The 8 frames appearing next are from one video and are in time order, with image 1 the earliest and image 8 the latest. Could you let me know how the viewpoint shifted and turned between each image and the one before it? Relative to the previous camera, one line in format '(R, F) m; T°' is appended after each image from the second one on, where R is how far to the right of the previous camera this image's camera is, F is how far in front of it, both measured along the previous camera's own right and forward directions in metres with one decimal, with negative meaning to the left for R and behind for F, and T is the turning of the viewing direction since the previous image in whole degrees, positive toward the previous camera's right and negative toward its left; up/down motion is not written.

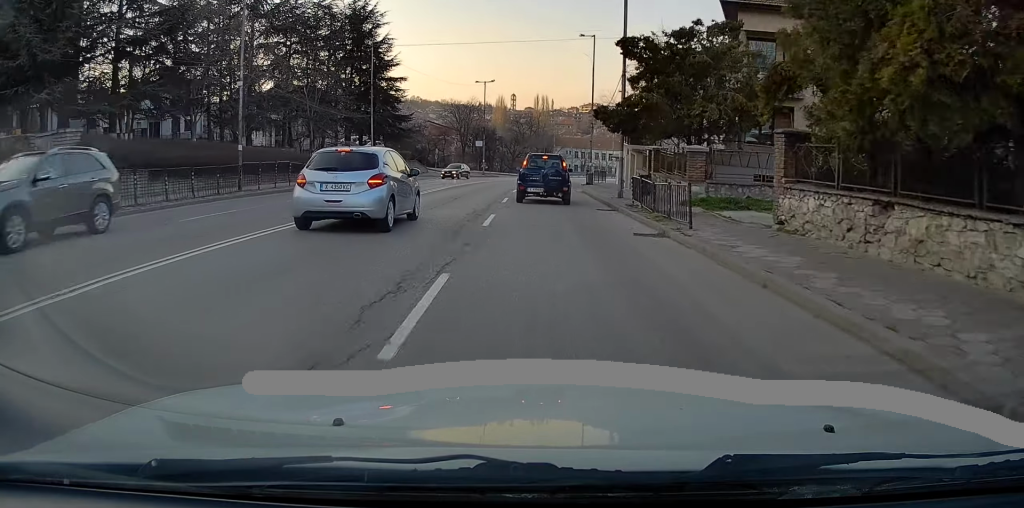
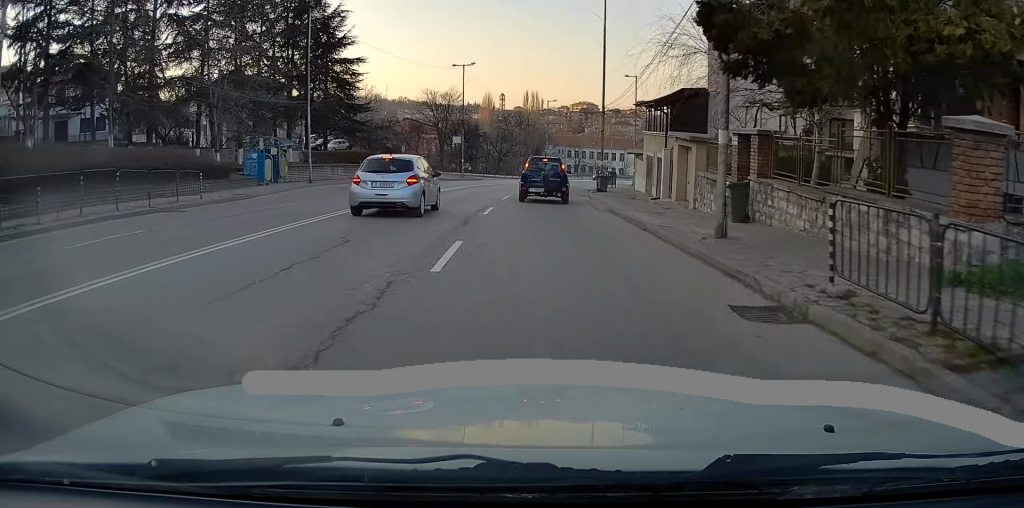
(0.0, +14.3) m; 0°
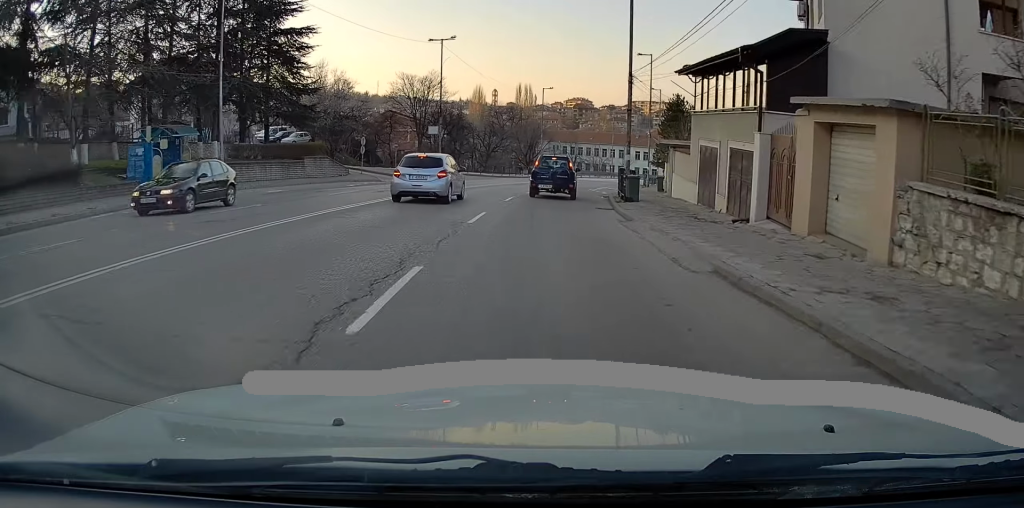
(-0.1, +12.2) m; +1°
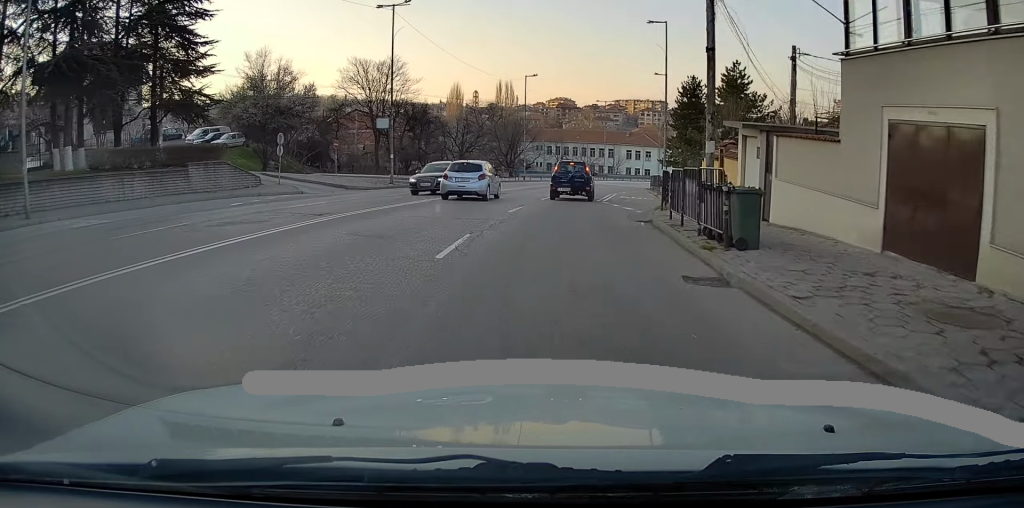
(+0.3, +13.5) m; +3°
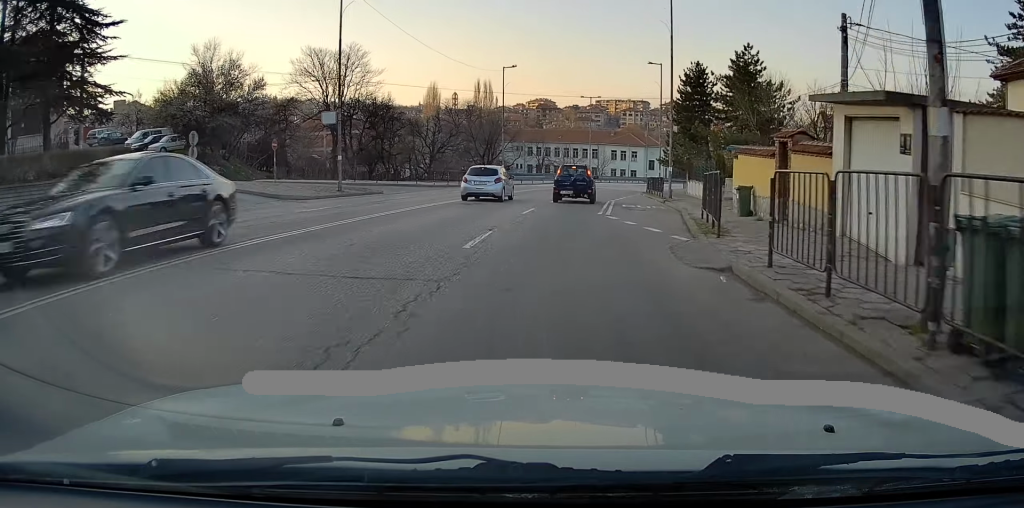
(+0.2, +7.7) m; +2°
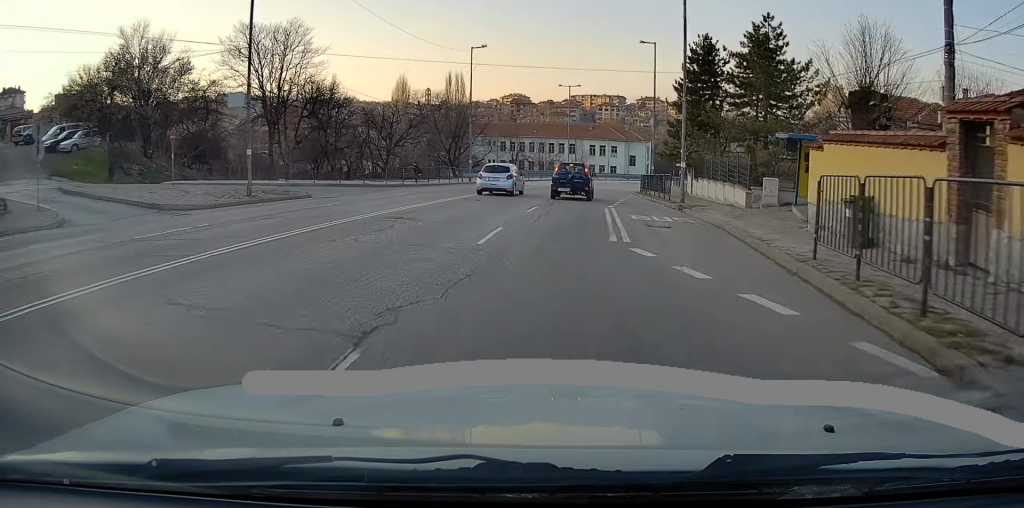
(+0.1, +8.6) m; +2°
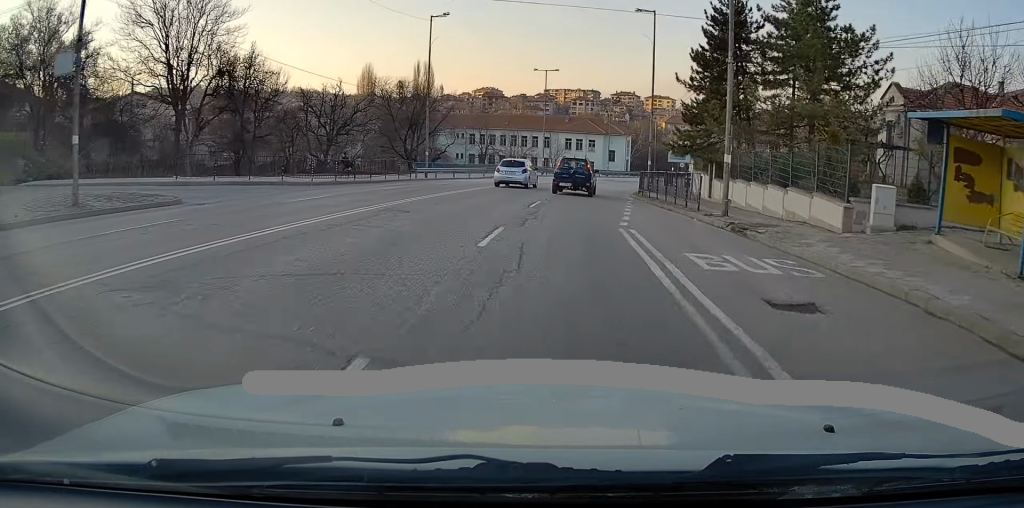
(+0.1, +9.7) m; +2°
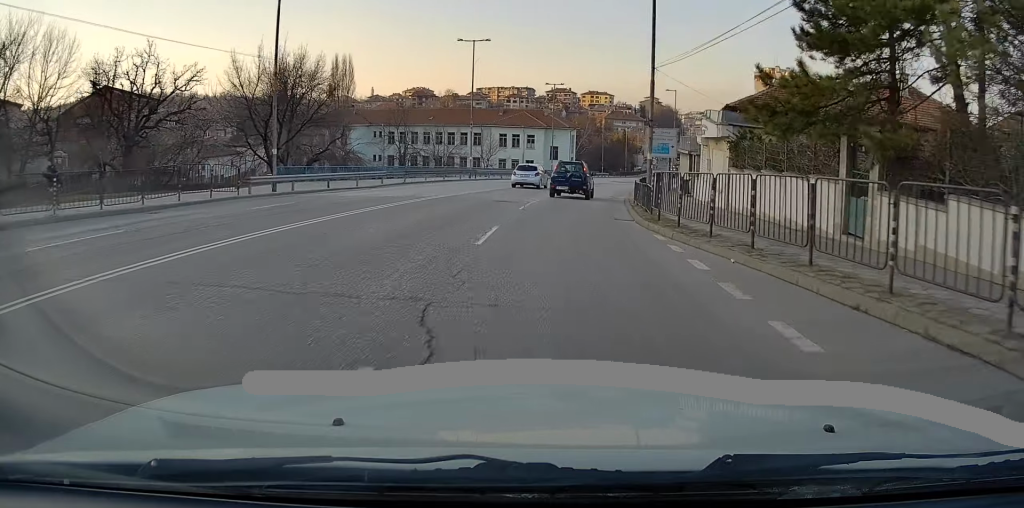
(+0.9, +18.4) m; +6°
